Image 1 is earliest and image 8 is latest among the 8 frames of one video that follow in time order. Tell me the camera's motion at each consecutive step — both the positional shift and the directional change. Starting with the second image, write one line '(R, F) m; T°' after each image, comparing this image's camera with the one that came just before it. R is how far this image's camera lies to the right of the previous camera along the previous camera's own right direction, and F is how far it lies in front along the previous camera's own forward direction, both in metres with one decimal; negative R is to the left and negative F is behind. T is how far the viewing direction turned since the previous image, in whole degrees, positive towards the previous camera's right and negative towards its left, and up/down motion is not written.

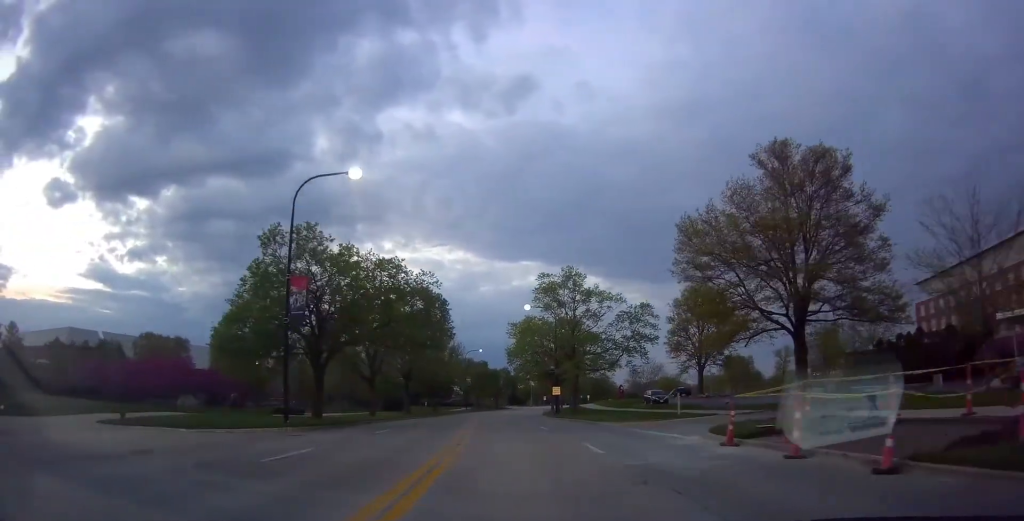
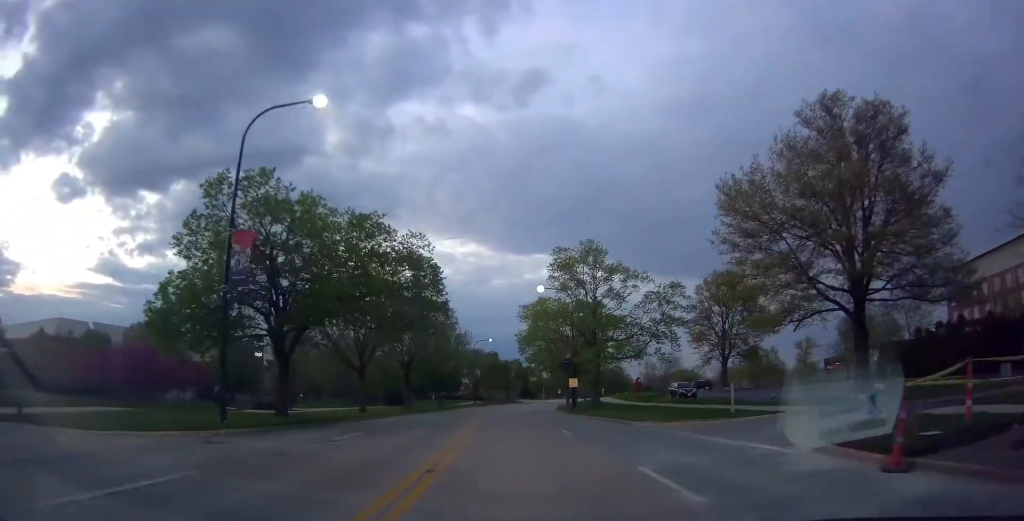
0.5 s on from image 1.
(-0.2, +6.6) m; 0°
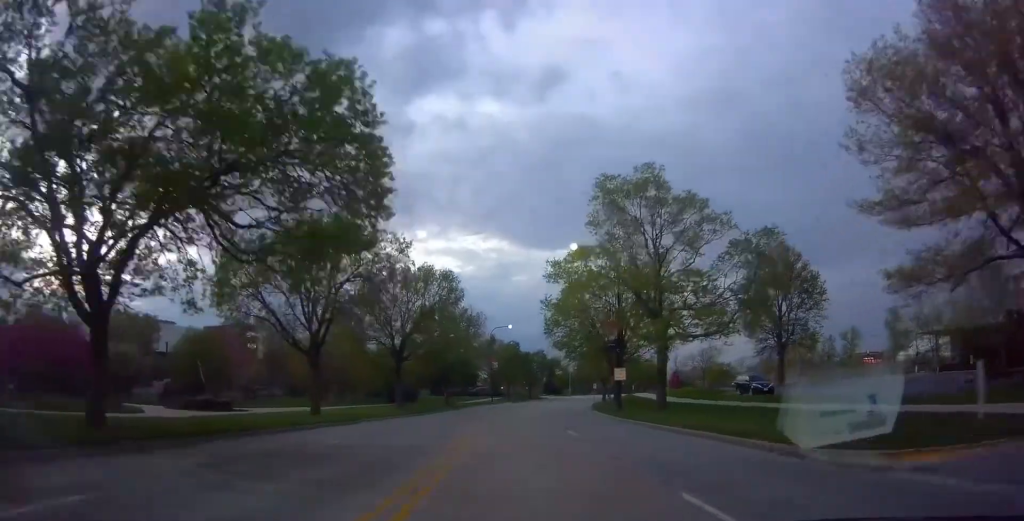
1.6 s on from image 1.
(+0.1, +14.0) m; +1°
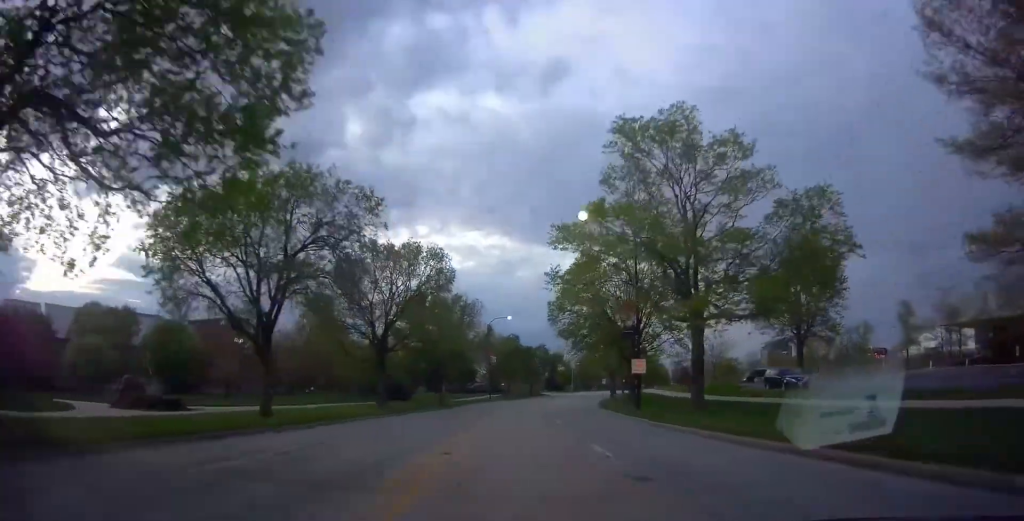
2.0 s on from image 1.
(0.0, +6.1) m; 0°
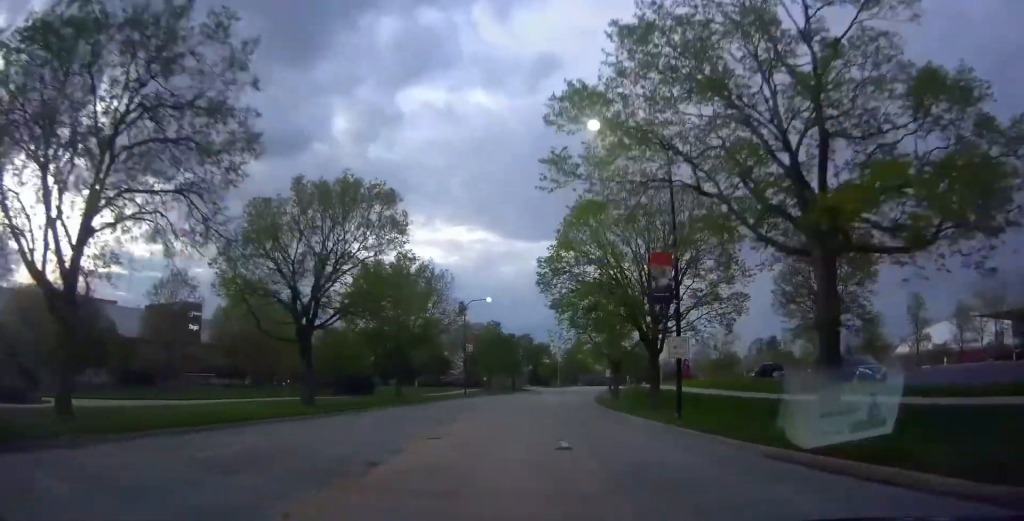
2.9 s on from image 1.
(+0.1, +11.4) m; -3°
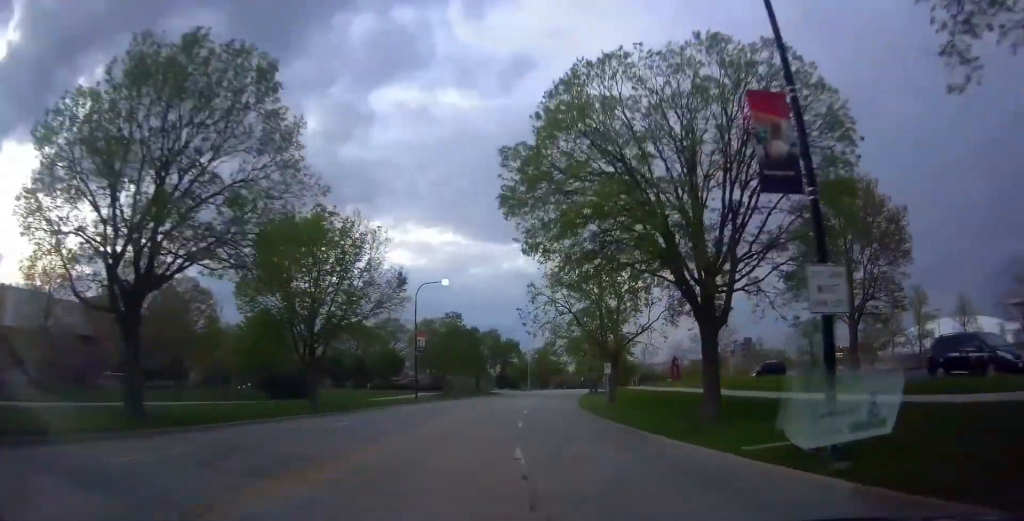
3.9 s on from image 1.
(-0.7, +12.6) m; +1°
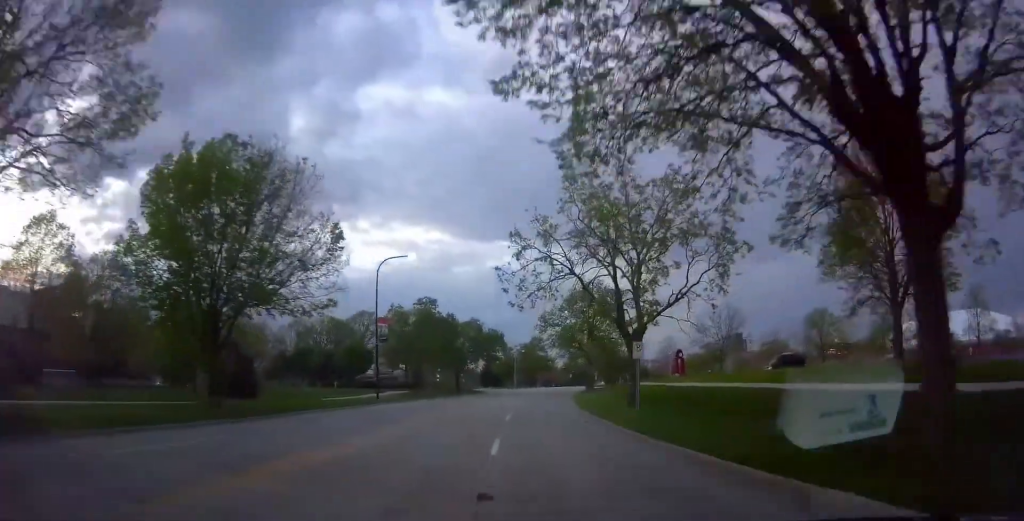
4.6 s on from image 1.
(+0.8, +9.5) m; +3°
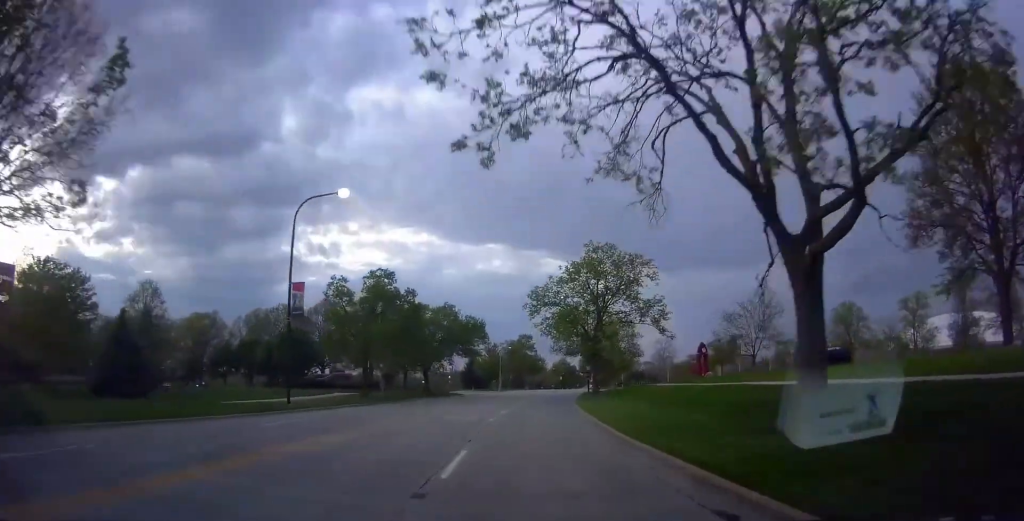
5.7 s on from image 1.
(0.0, +14.9) m; +1°
